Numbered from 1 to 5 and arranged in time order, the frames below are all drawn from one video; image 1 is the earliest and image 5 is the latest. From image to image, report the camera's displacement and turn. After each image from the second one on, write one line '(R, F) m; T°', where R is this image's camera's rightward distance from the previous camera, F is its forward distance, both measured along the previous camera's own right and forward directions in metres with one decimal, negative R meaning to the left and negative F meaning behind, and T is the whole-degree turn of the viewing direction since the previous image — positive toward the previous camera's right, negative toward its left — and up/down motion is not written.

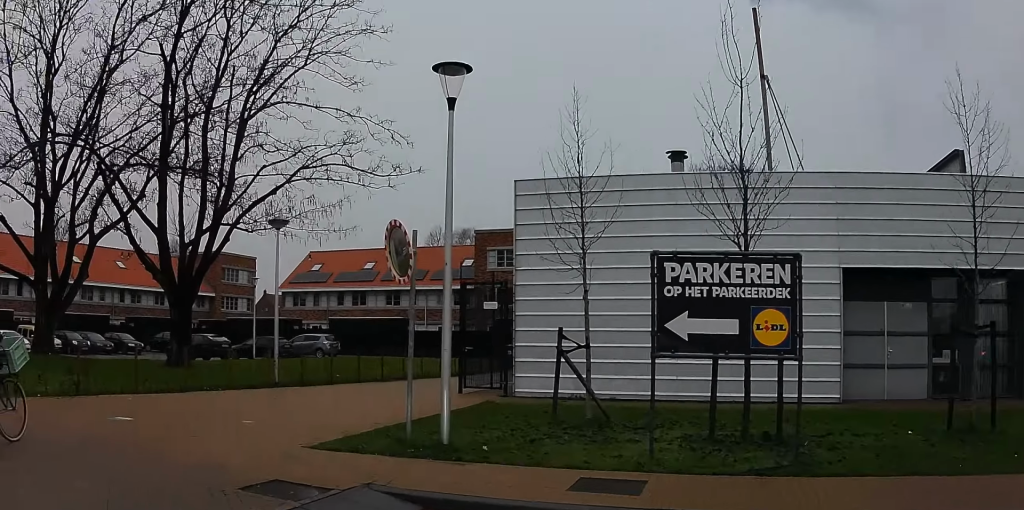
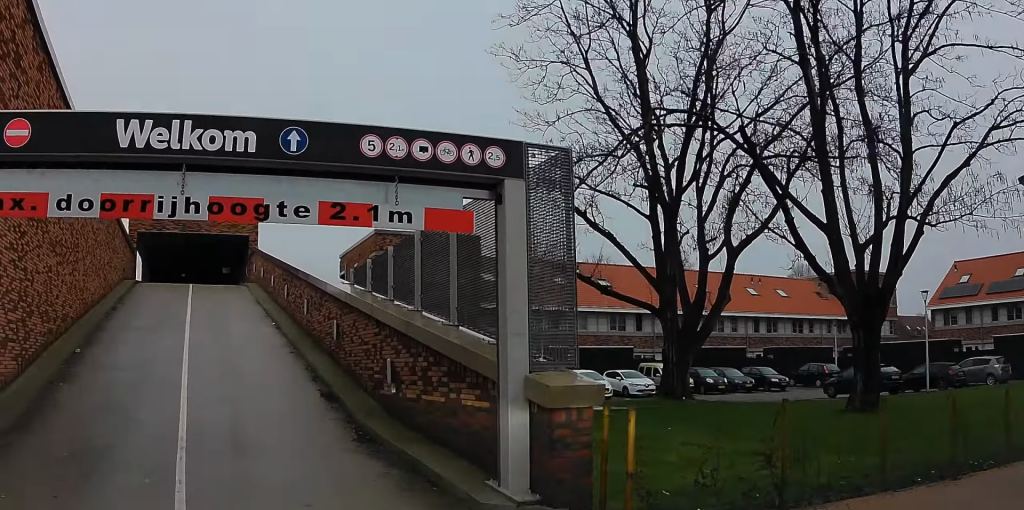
(-2.9, +6.9) m; -49°
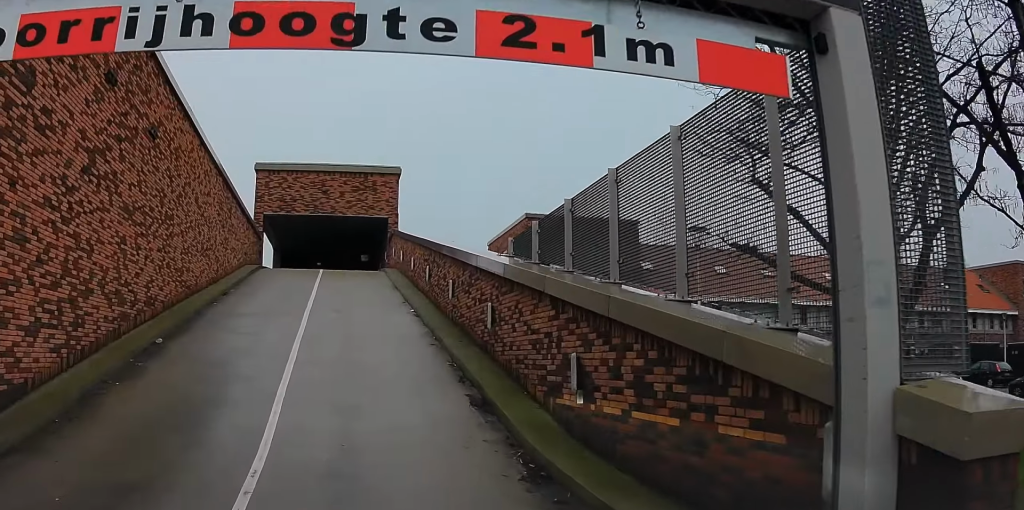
(-0.6, +2.8) m; -15°
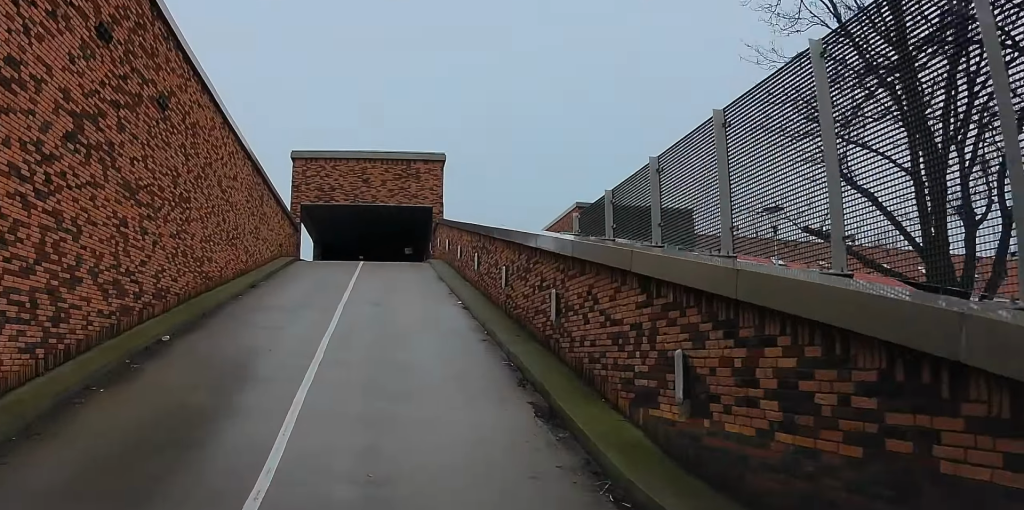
(-0.2, +1.4) m; +2°
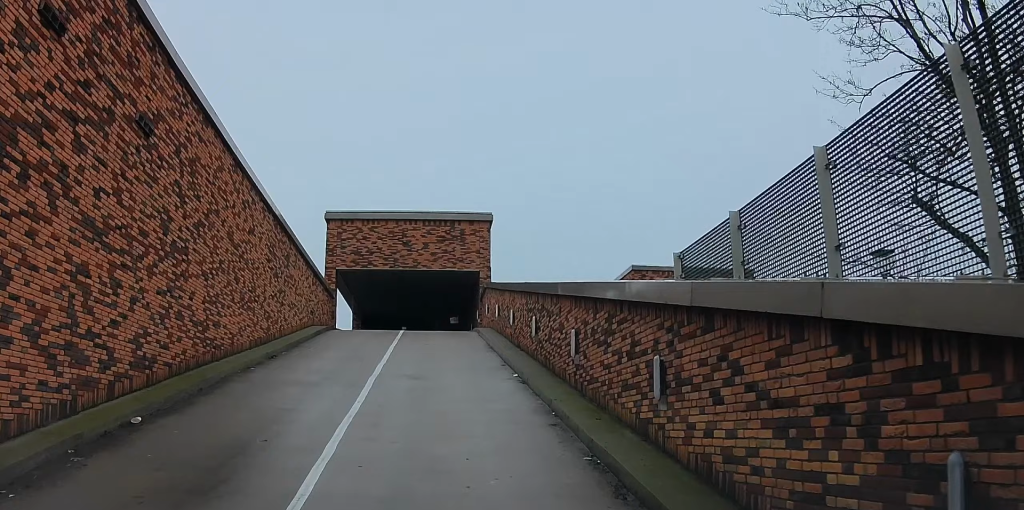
(+0.3, +2.2) m; +6°
